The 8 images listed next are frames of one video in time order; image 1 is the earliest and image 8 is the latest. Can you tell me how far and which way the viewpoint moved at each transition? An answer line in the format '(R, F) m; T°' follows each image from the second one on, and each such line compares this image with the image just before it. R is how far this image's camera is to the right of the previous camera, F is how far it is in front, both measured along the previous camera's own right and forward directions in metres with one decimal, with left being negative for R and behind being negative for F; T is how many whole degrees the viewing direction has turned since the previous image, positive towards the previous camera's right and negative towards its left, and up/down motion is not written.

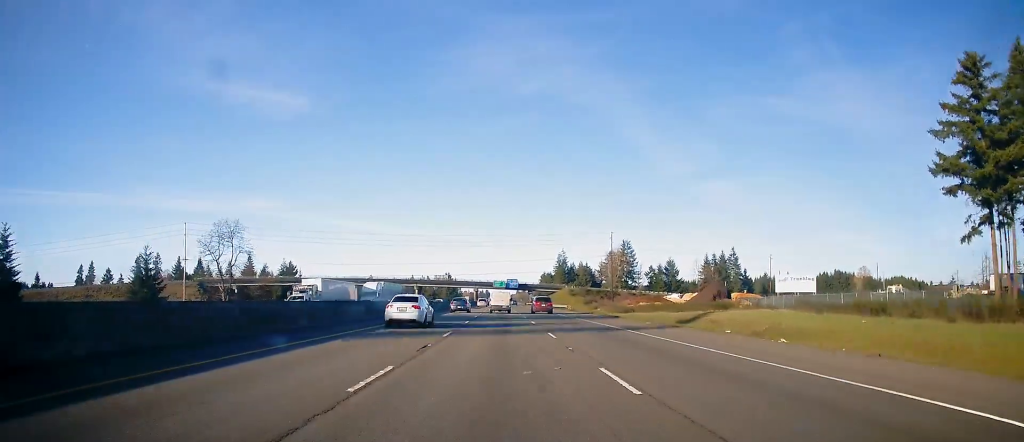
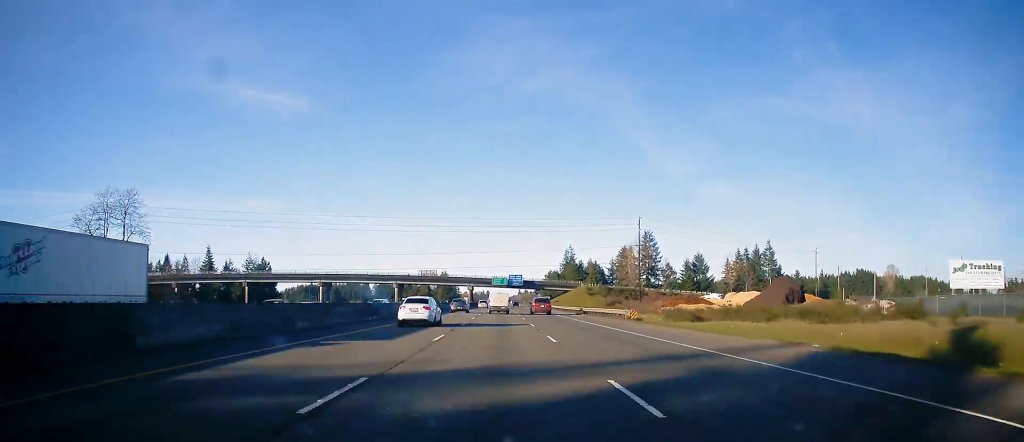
(+0.1, +38.0) m; 0°
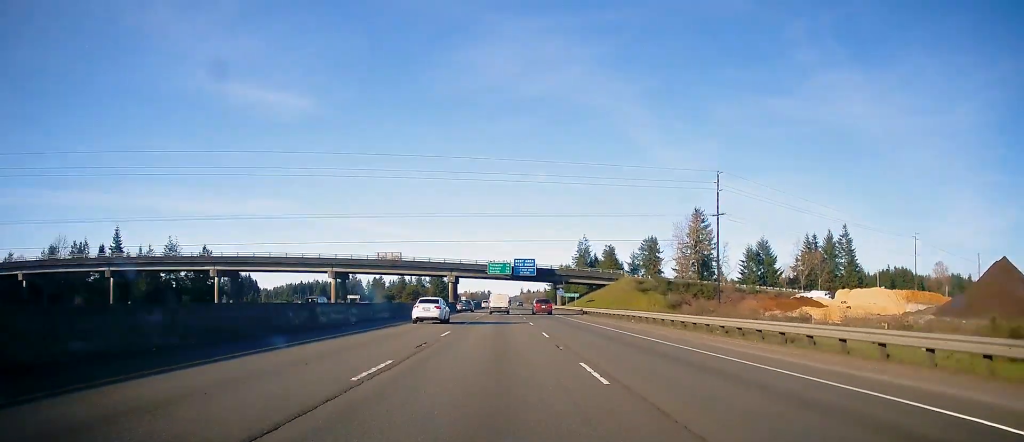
(-0.7, +58.1) m; -1°
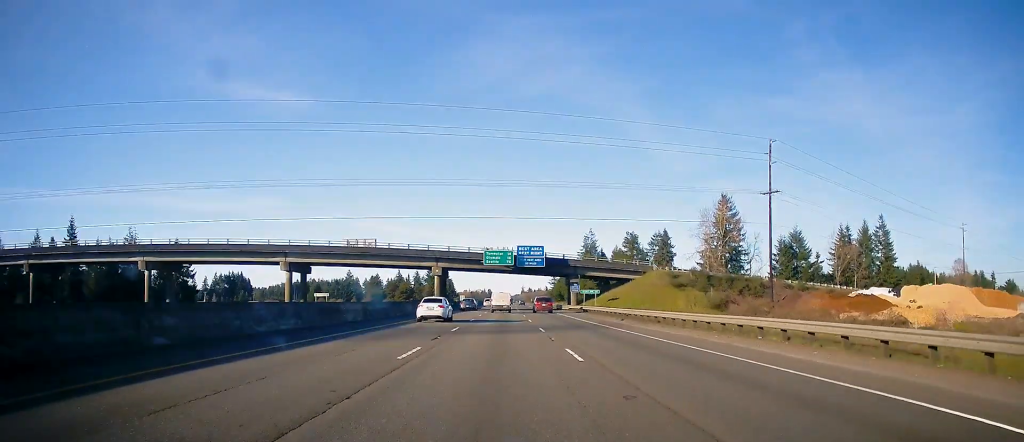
(0.0, +20.9) m; 0°
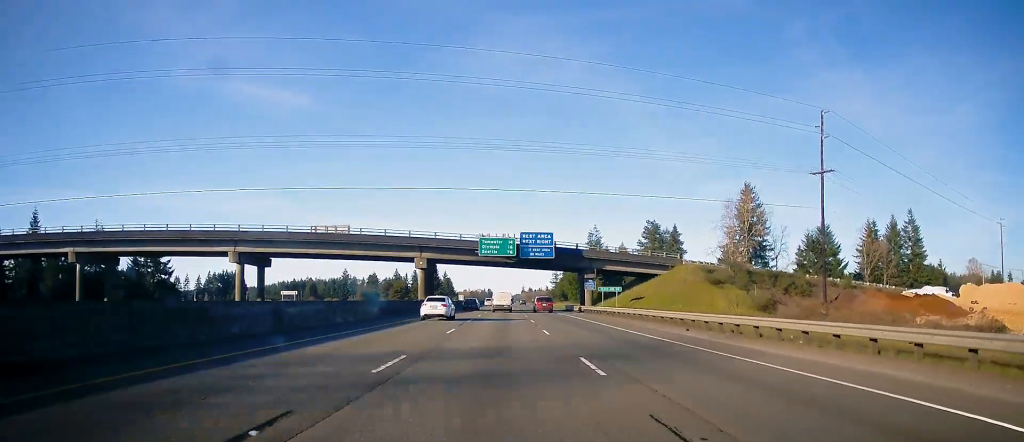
(-0.1, +14.7) m; 0°
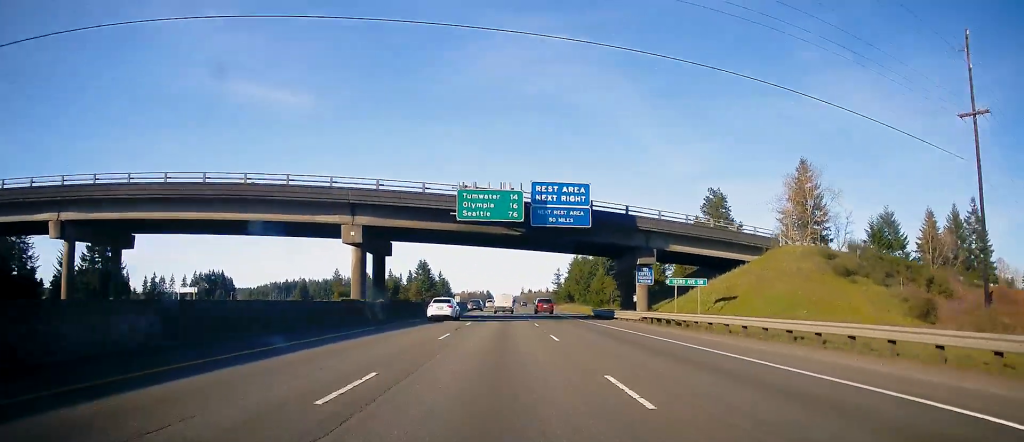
(+0.2, +27.4) m; 0°
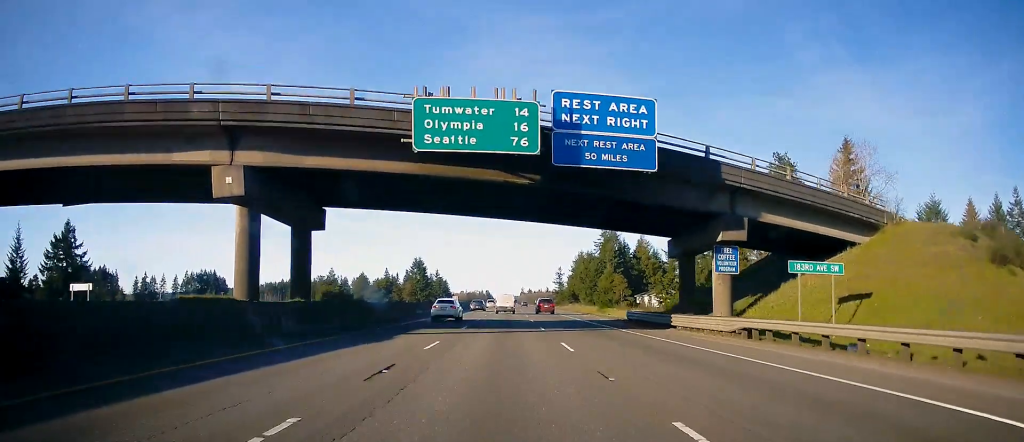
(0.0, +15.9) m; 0°
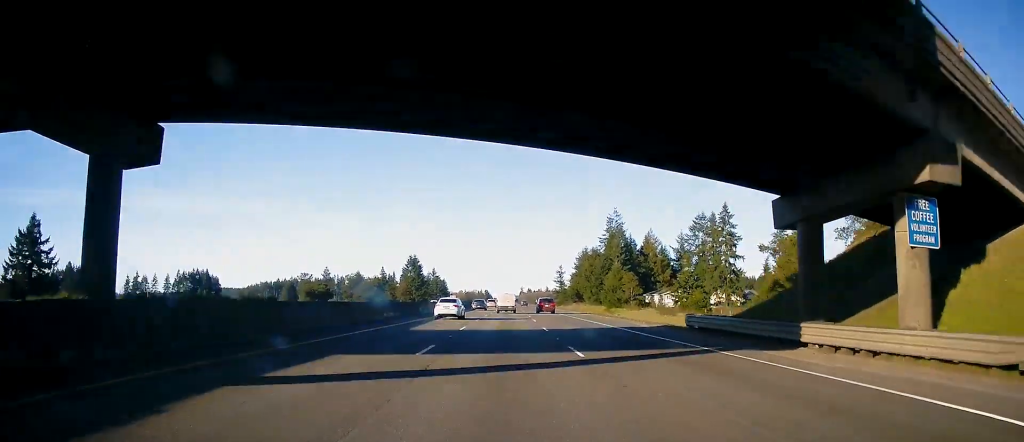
(0.0, +13.8) m; 0°
